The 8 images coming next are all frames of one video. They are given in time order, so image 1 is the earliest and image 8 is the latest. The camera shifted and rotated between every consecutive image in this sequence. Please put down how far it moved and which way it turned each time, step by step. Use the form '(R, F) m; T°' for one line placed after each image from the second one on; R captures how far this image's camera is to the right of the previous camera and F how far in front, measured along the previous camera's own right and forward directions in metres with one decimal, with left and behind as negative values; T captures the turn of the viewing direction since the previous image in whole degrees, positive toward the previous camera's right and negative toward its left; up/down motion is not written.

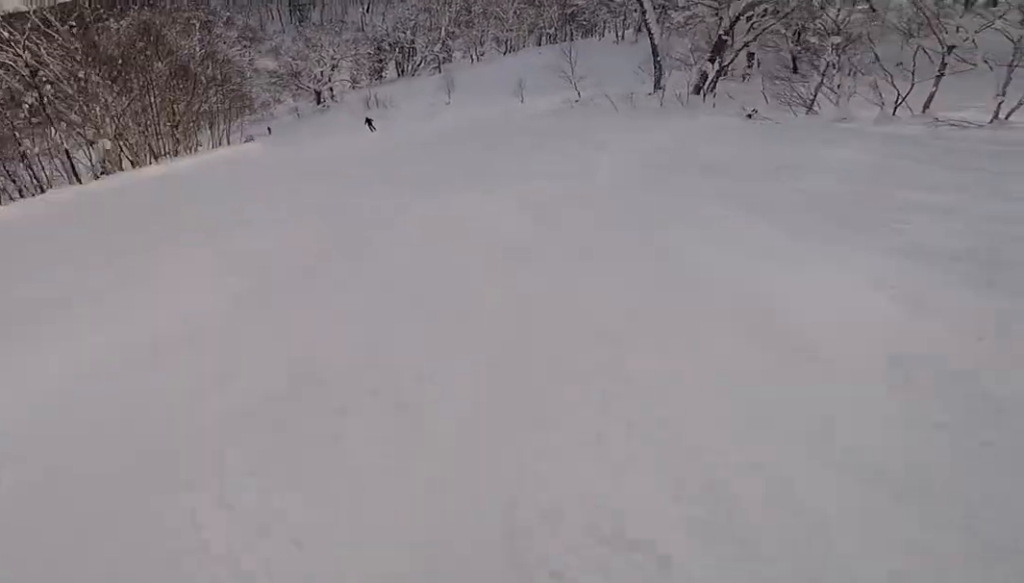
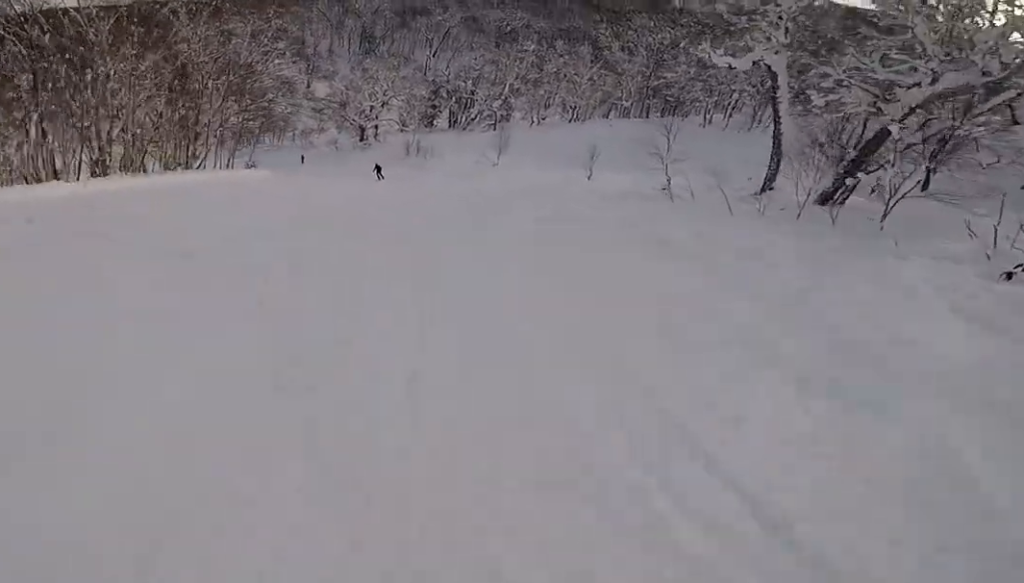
(-0.3, +8.0) m; -6°
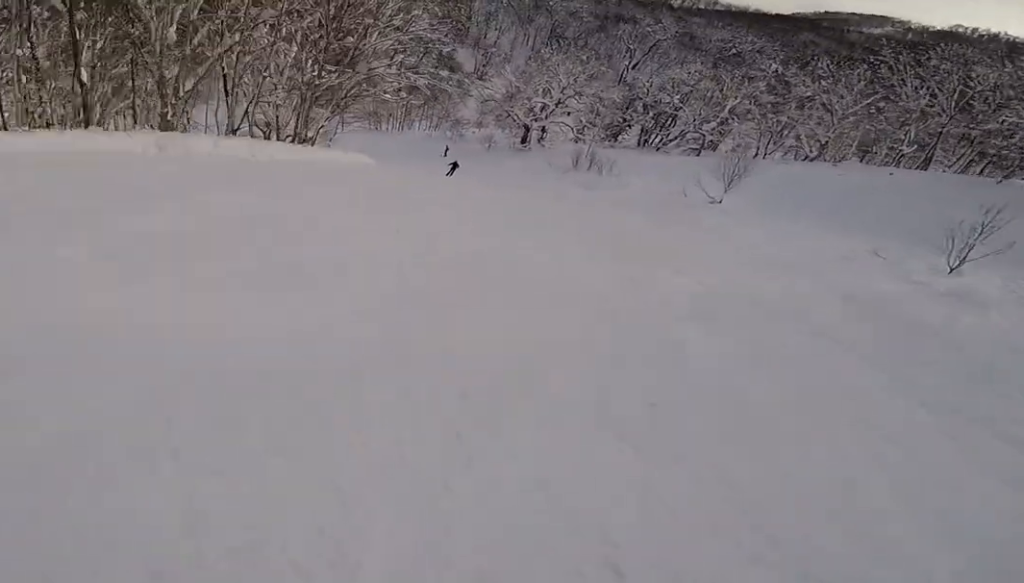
(-1.4, +15.1) m; -11°
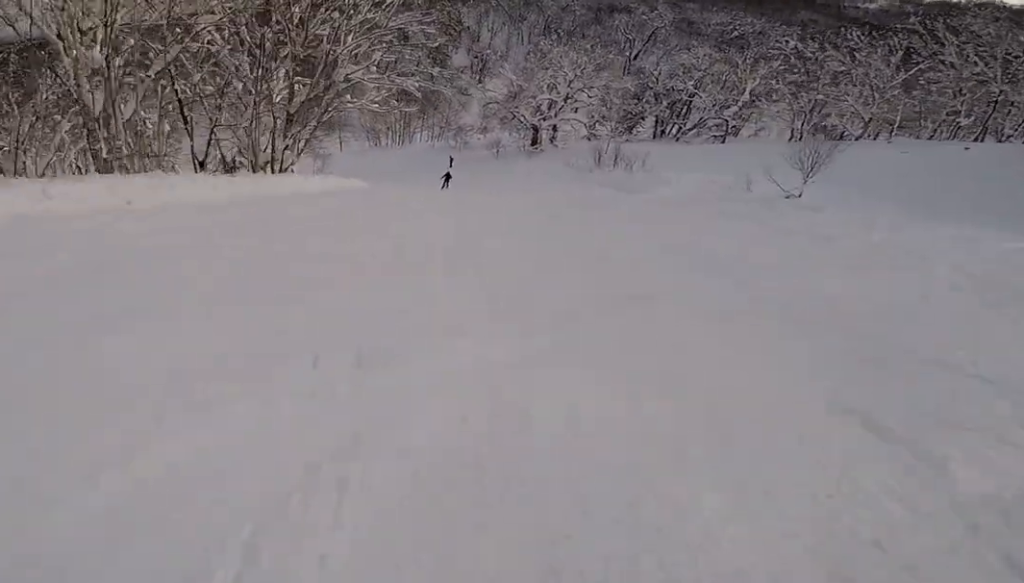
(-0.4, +6.2) m; -1°
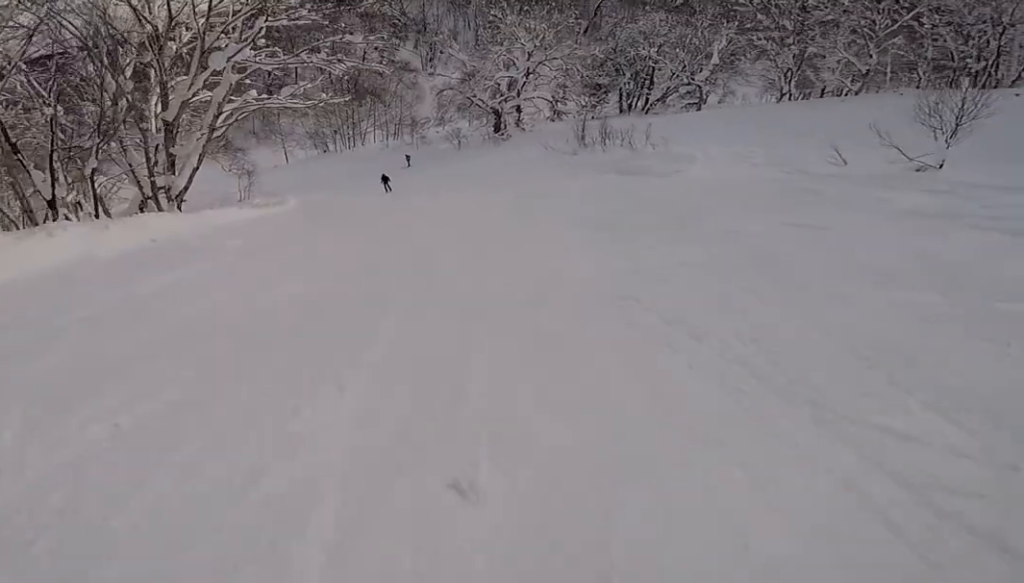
(-0.5, +10.0) m; -2°
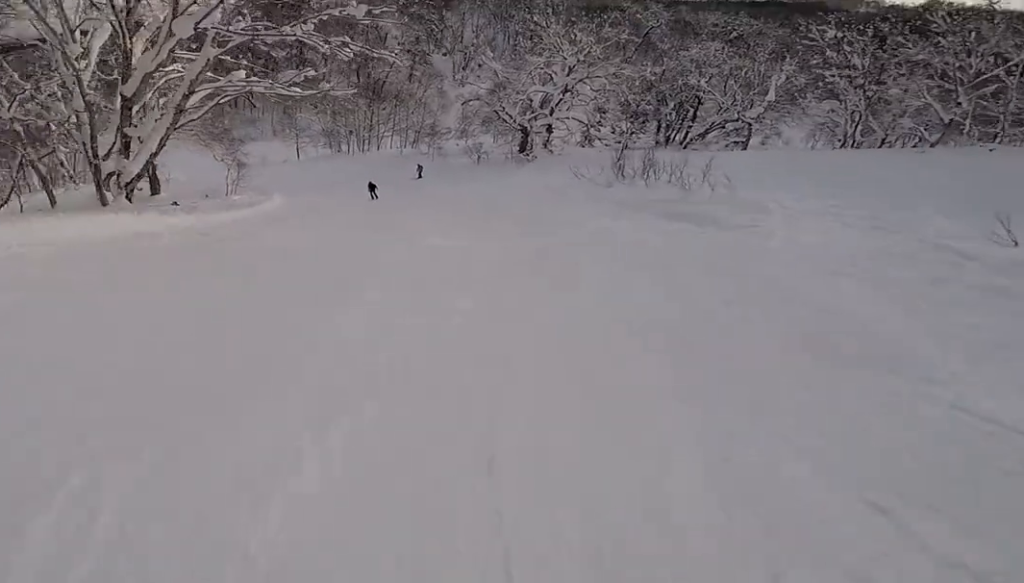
(+0.4, +5.6) m; -5°
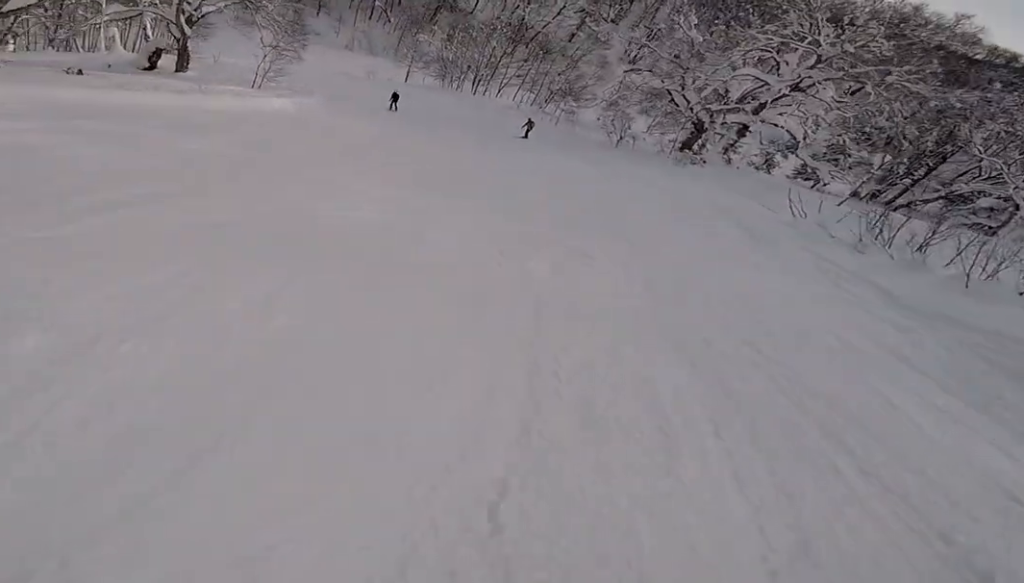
(-1.3, +13.8) m; -14°
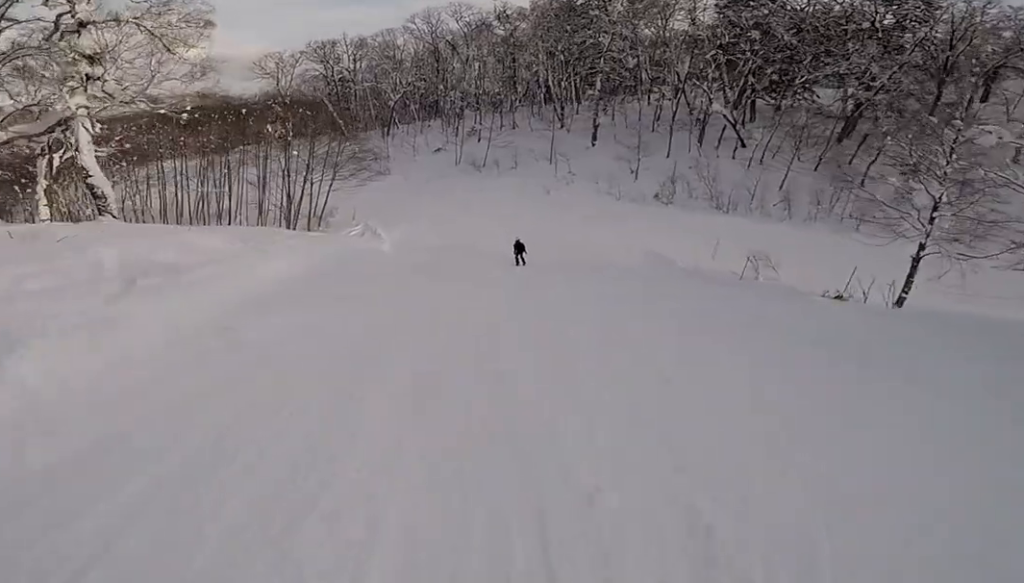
(-16.9, +49.2) m; -33°
